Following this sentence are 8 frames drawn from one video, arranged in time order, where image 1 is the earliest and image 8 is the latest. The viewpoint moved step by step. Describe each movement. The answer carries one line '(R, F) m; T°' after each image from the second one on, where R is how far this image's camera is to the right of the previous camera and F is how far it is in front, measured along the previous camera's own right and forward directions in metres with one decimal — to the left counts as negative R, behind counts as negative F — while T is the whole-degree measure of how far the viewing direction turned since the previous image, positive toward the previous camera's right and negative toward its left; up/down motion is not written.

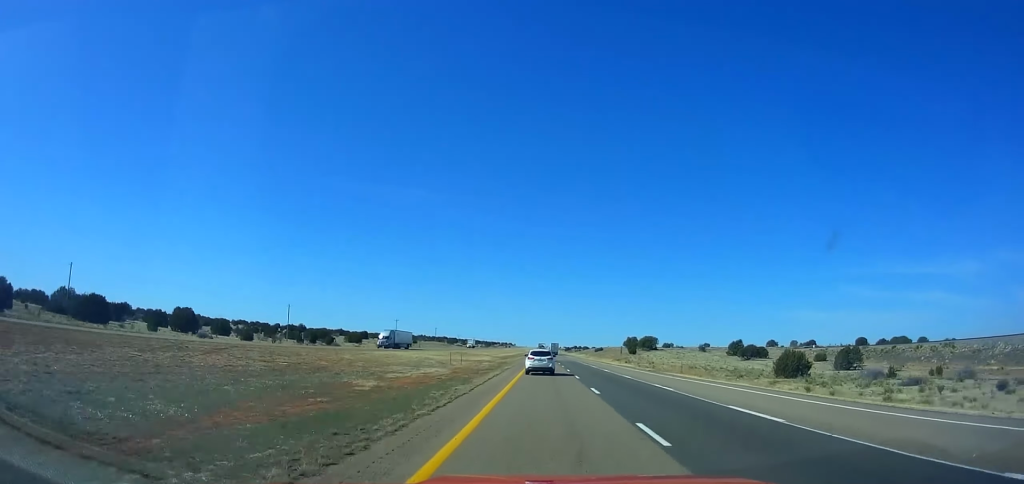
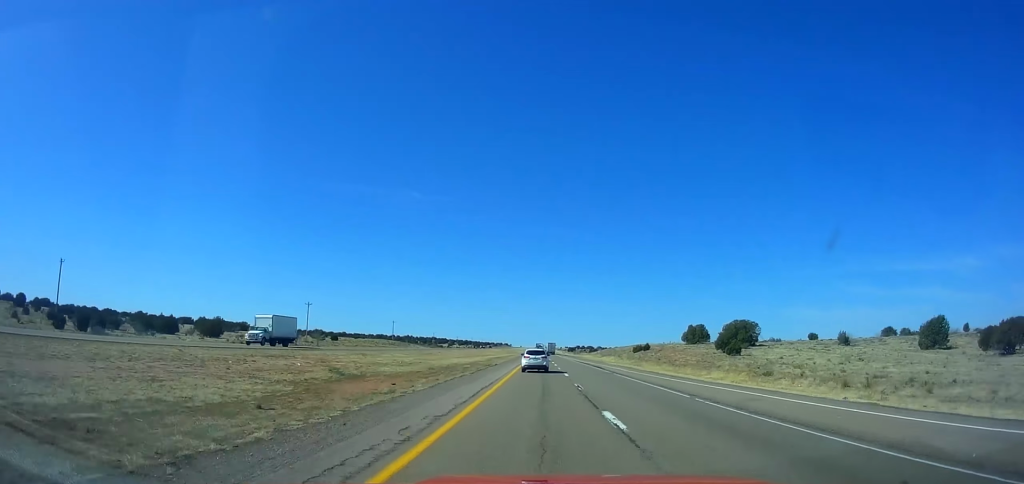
(+0.4, +98.3) m; 0°
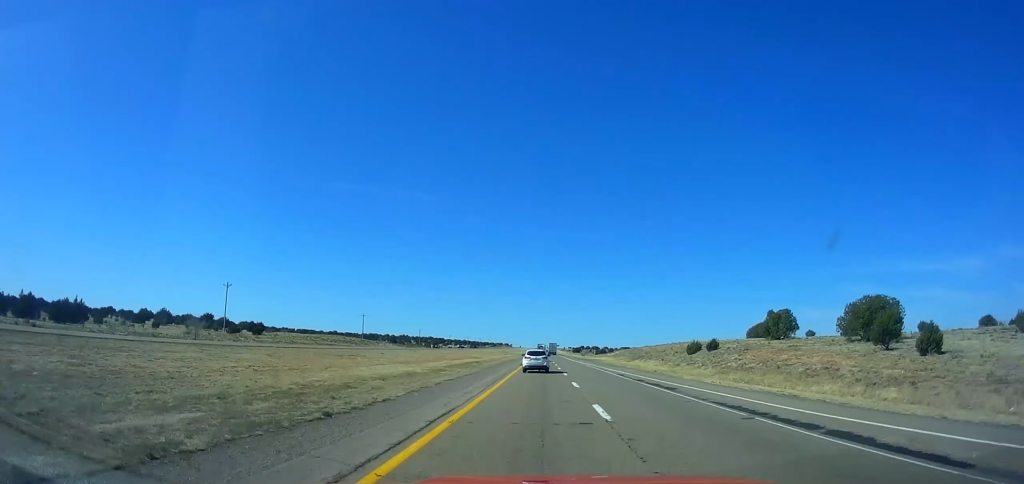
(+0.5, +46.3) m; 0°
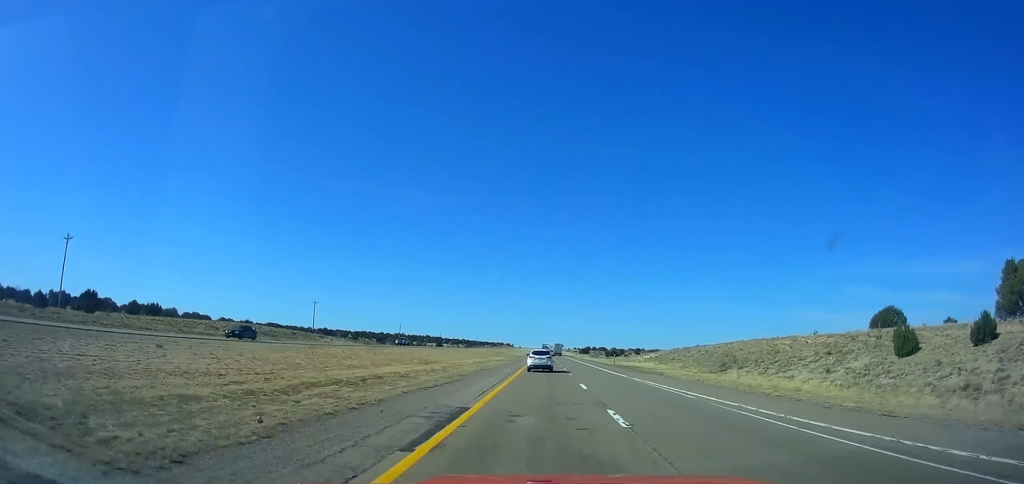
(-0.7, +50.1) m; 0°
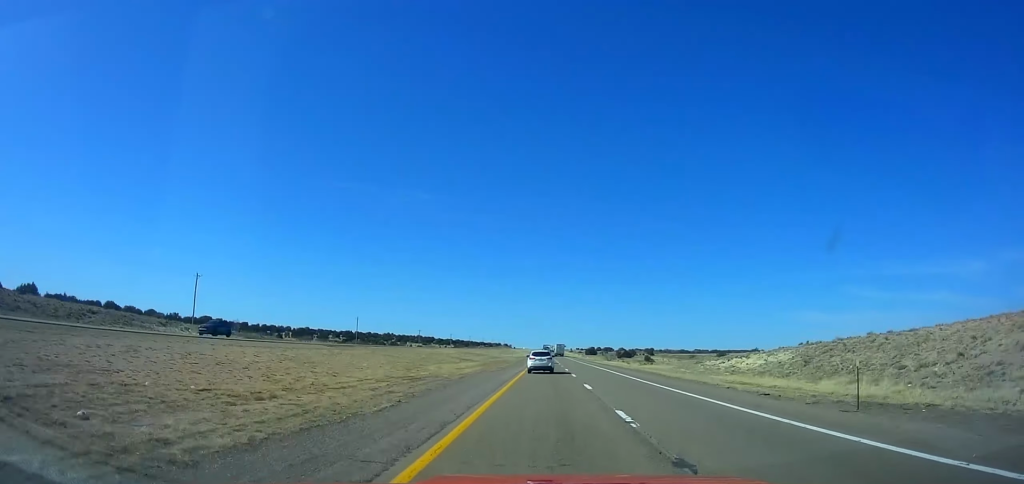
(-0.7, +60.3) m; 0°
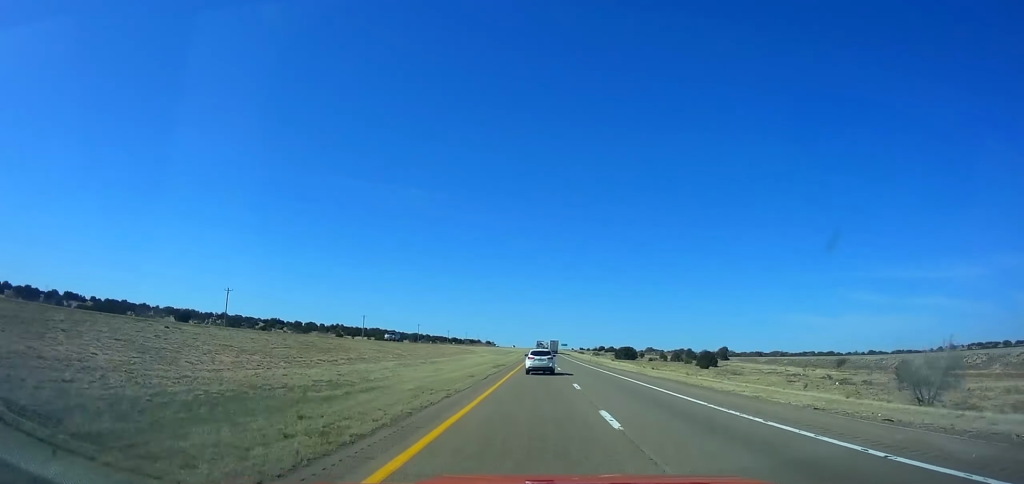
(+1.5, +181.4) m; 0°
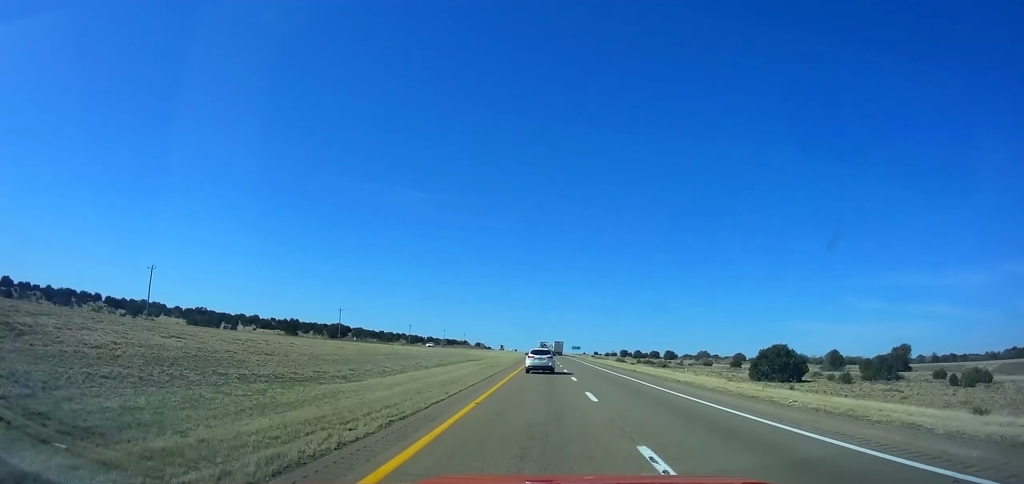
(0.0, +127.0) m; 0°
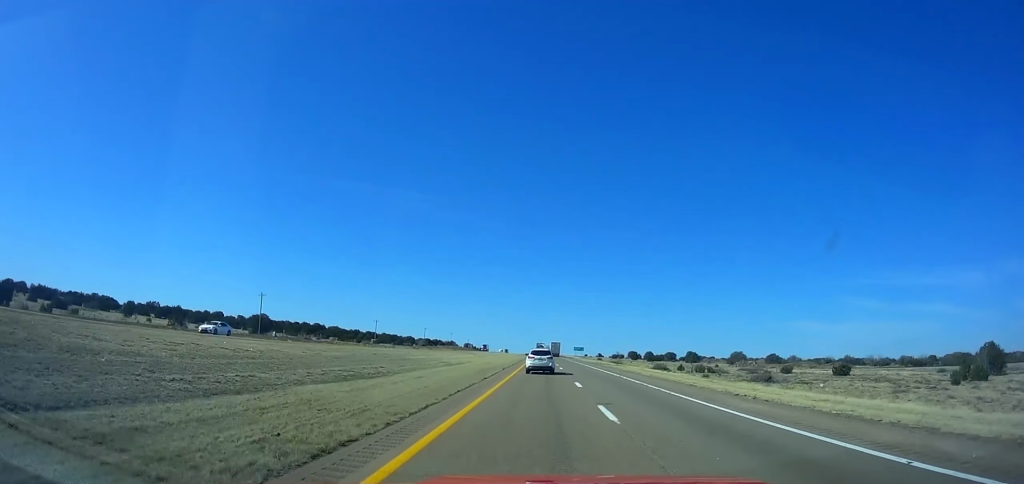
(+0.3, +53.3) m; 0°
